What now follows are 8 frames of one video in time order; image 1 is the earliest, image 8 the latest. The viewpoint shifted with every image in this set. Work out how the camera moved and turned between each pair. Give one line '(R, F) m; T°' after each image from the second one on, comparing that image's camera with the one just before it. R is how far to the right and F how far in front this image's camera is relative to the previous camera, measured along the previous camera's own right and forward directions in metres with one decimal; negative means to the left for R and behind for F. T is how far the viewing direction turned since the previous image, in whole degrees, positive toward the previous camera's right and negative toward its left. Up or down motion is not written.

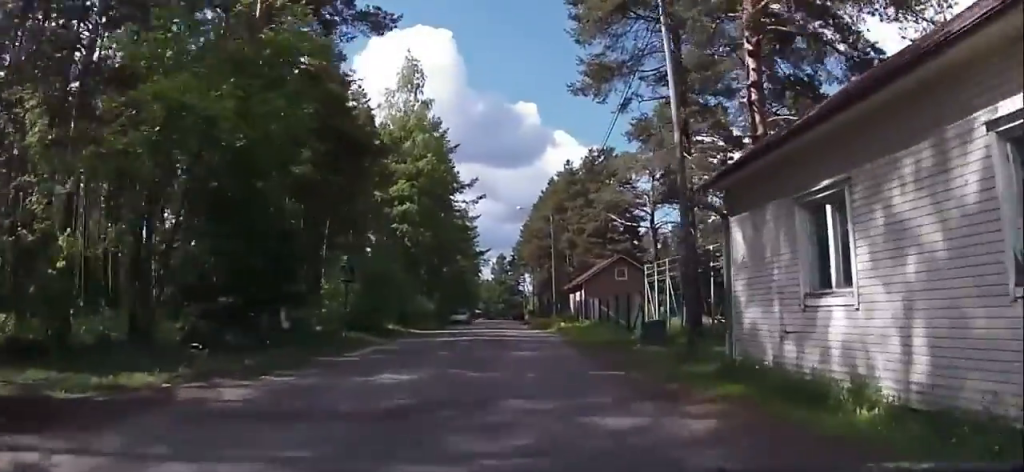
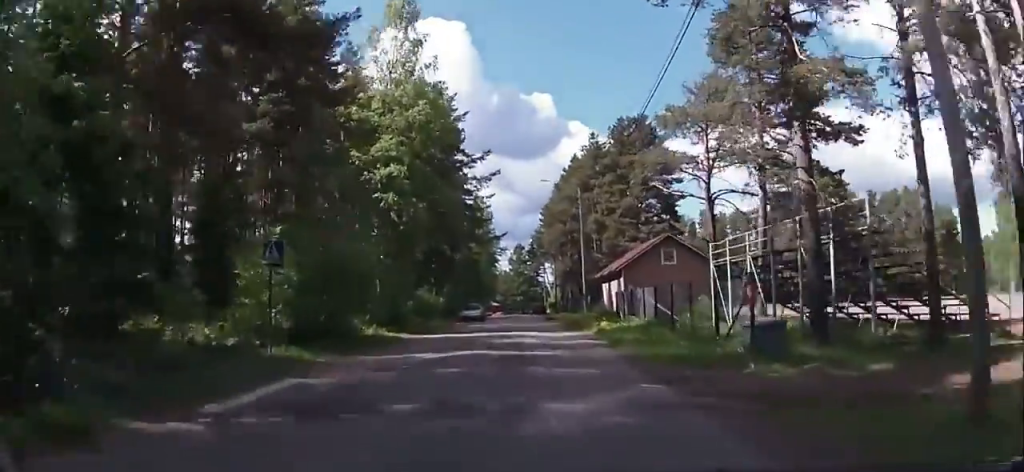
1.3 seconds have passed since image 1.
(-0.4, +9.0) m; -2°
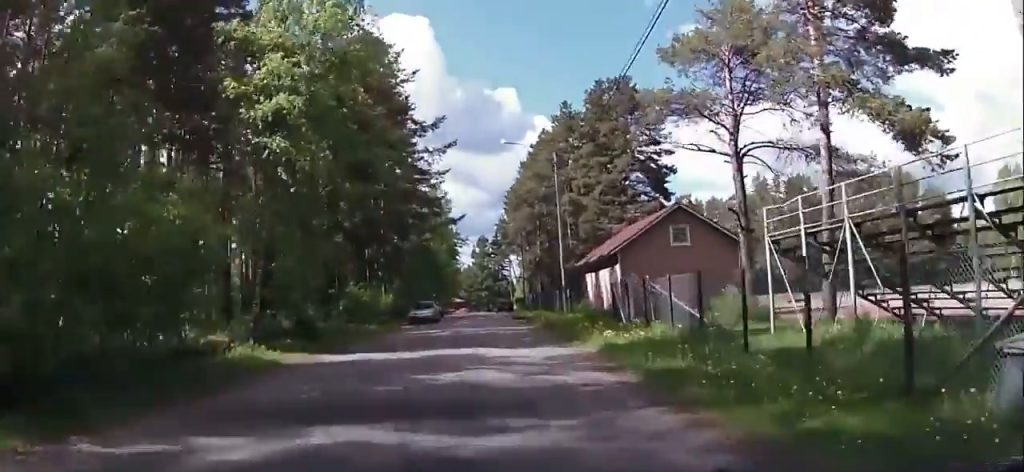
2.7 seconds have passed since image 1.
(-0.1, +10.2) m; 0°
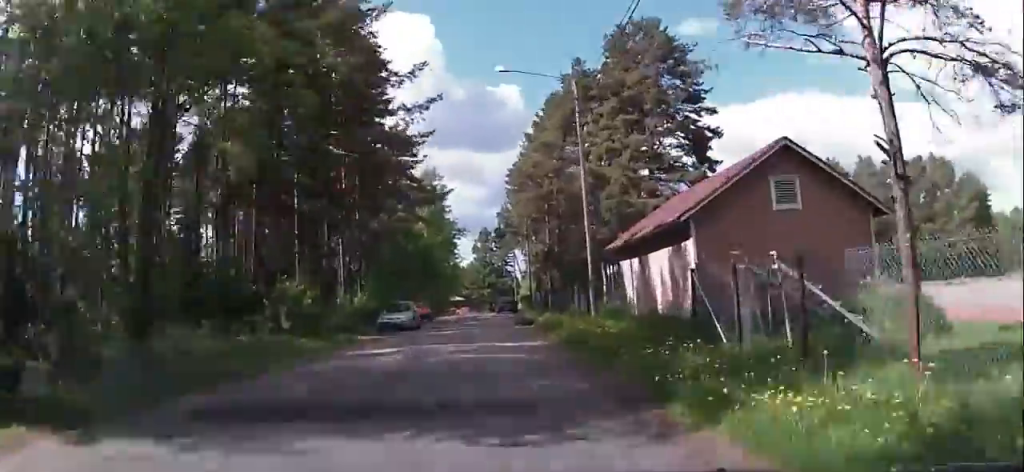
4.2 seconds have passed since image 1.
(+0.3, +11.7) m; -1°
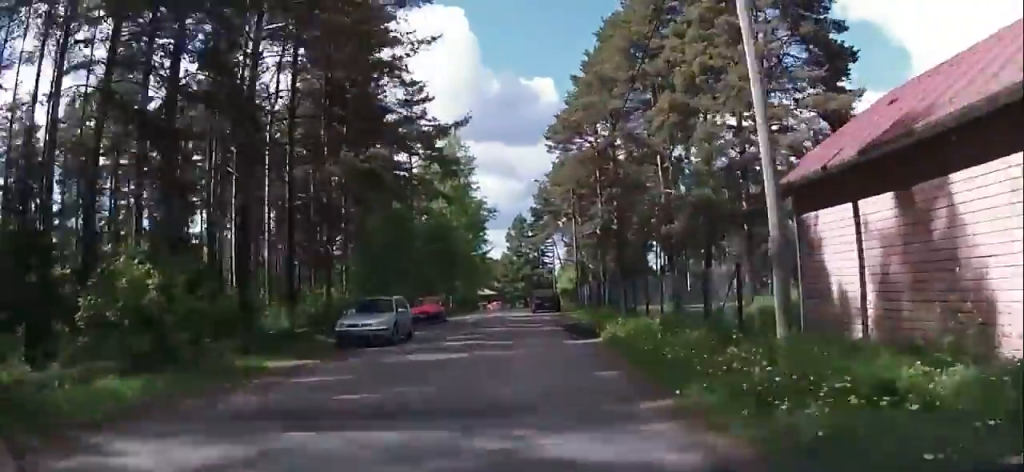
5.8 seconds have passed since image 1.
(-0.5, +13.9) m; -7°
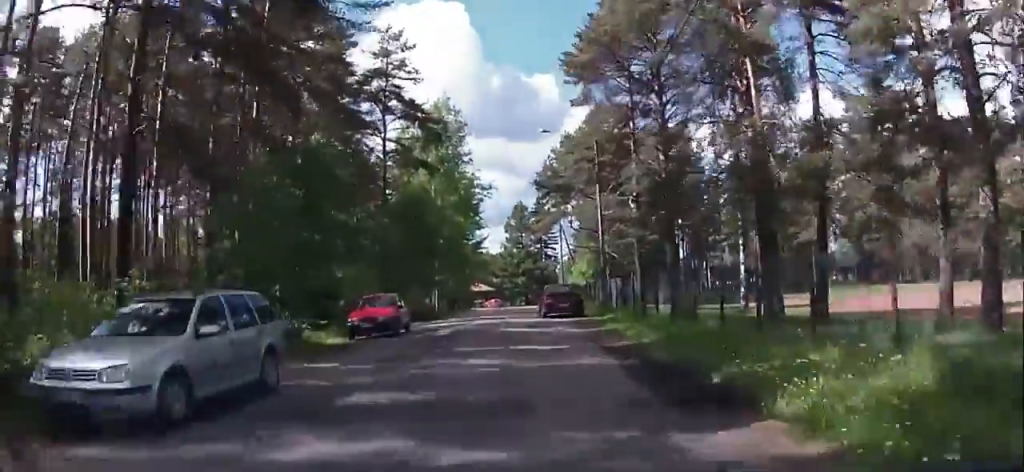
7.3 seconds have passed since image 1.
(-0.9, +13.1) m; 0°
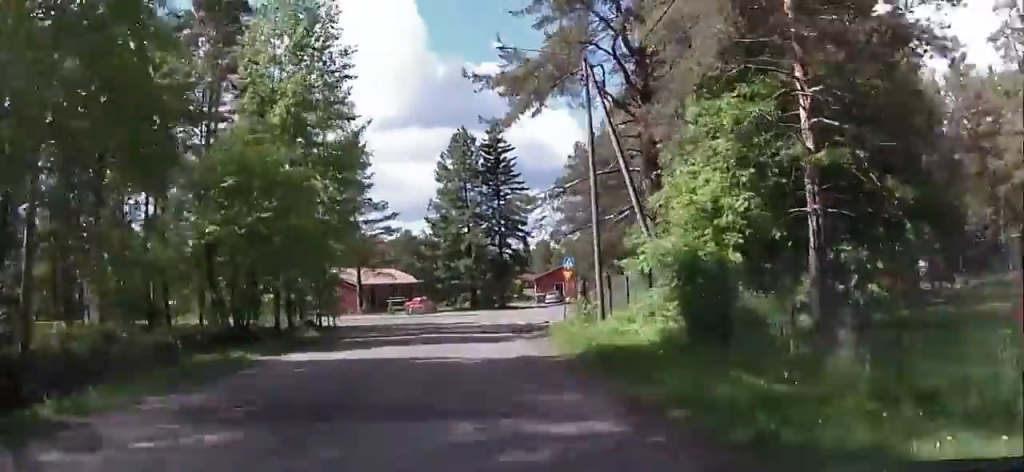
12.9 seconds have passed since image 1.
(+7.4, +43.7) m; +9°
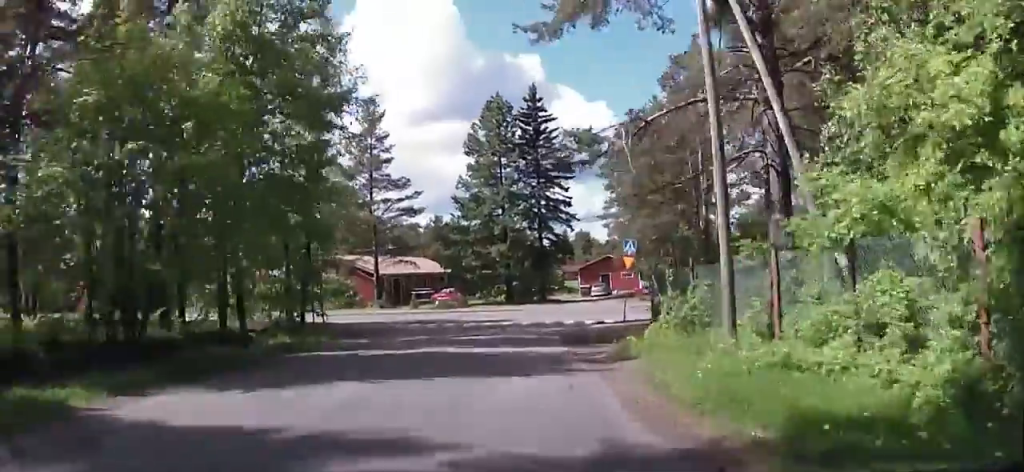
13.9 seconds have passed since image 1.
(0.0, +8.3) m; 0°
